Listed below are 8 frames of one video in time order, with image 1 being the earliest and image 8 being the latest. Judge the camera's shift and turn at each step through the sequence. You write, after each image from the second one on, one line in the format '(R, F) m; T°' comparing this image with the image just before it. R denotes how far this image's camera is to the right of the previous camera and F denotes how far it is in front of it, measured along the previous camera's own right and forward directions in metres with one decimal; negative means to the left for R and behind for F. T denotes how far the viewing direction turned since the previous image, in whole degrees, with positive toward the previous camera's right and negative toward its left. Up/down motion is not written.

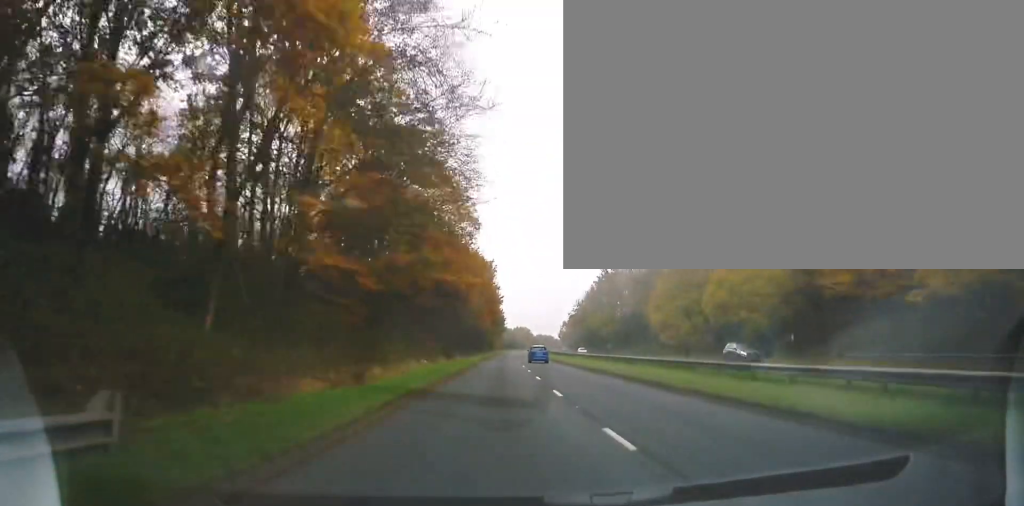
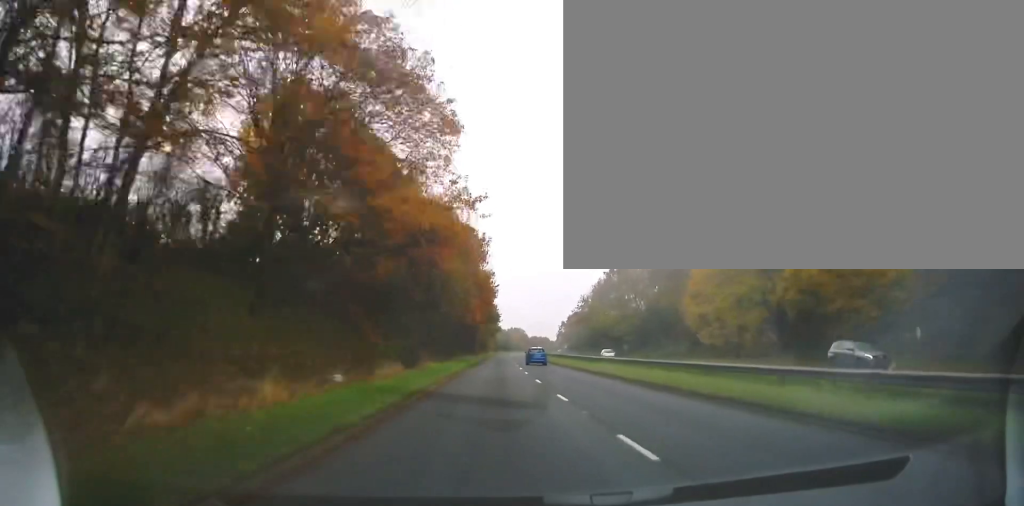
(+0.1, +19.5) m; 0°
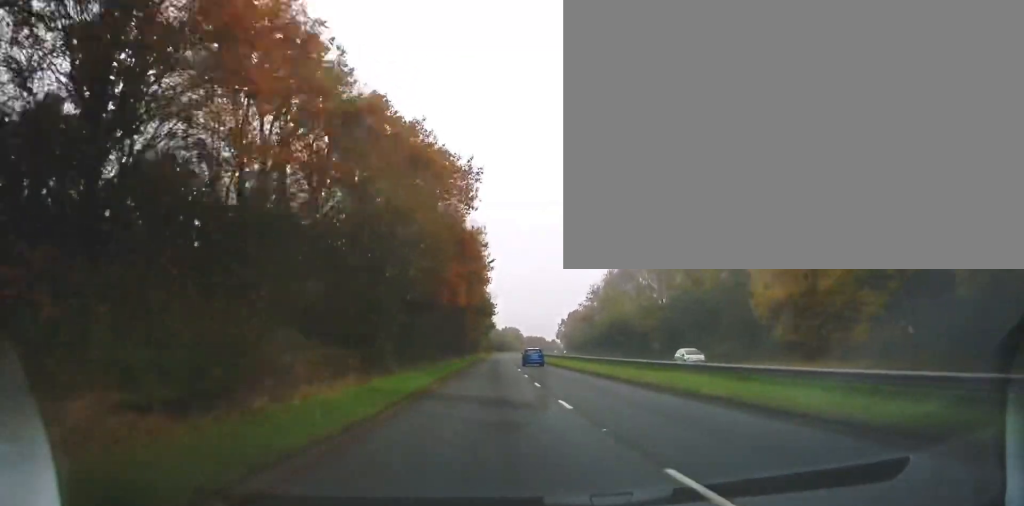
(+0.1, +20.4) m; 0°
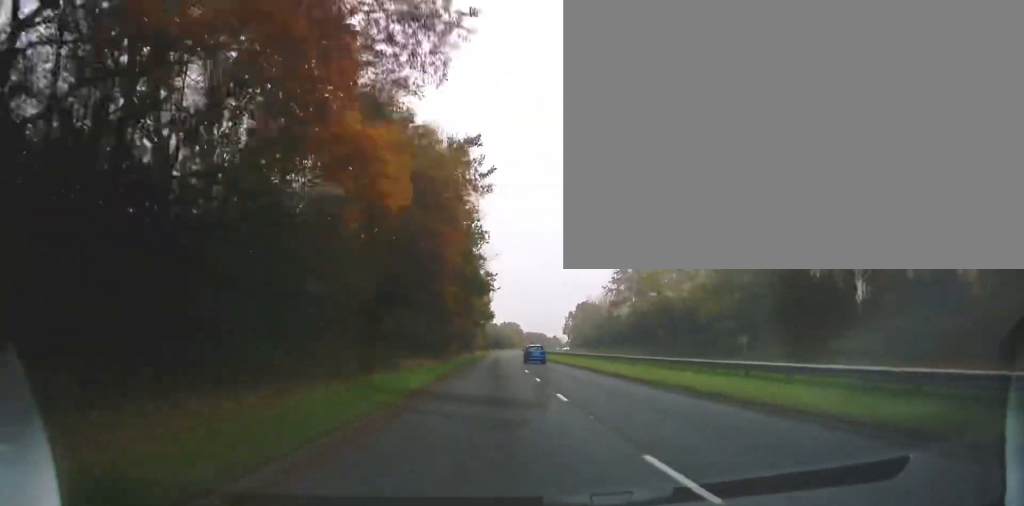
(0.0, +25.3) m; +1°
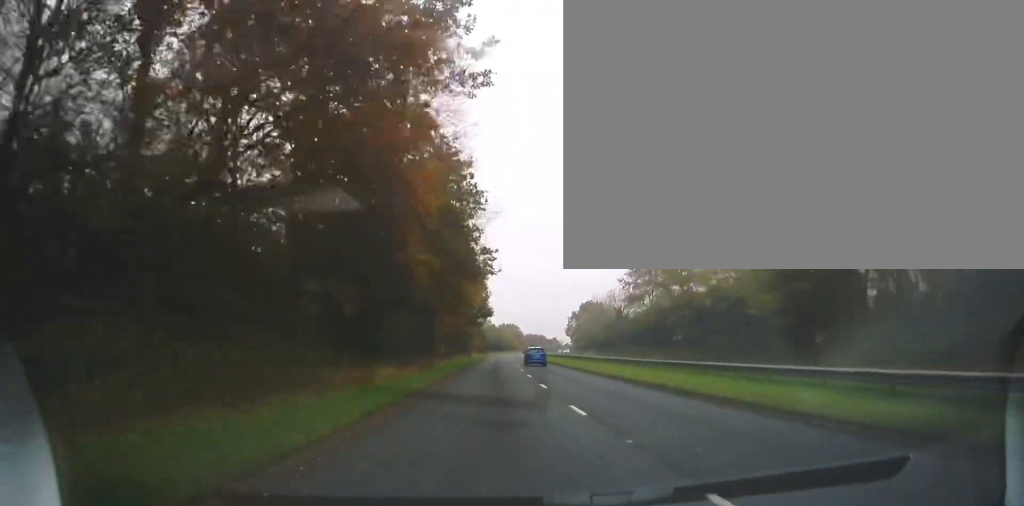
(+0.1, +11.7) m; 0°
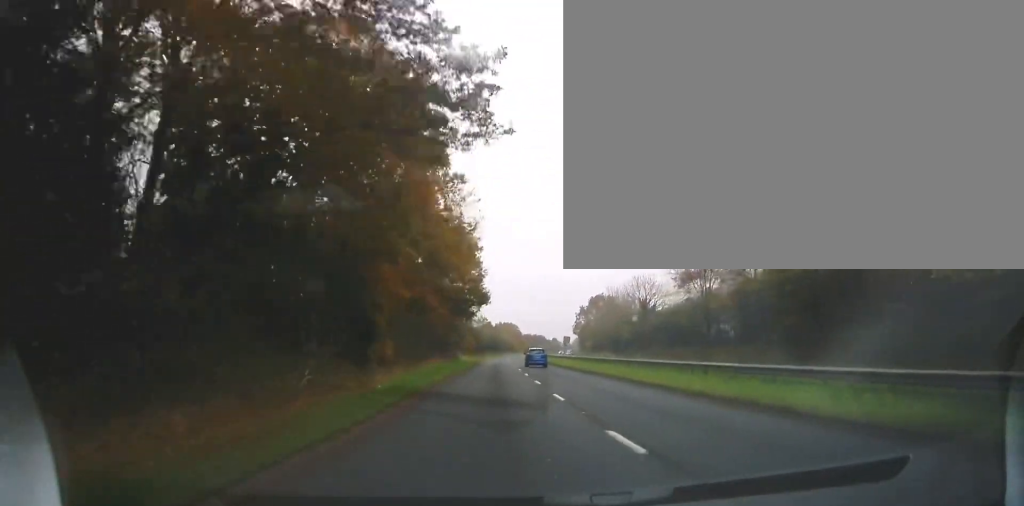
(+0.2, +22.4) m; 0°
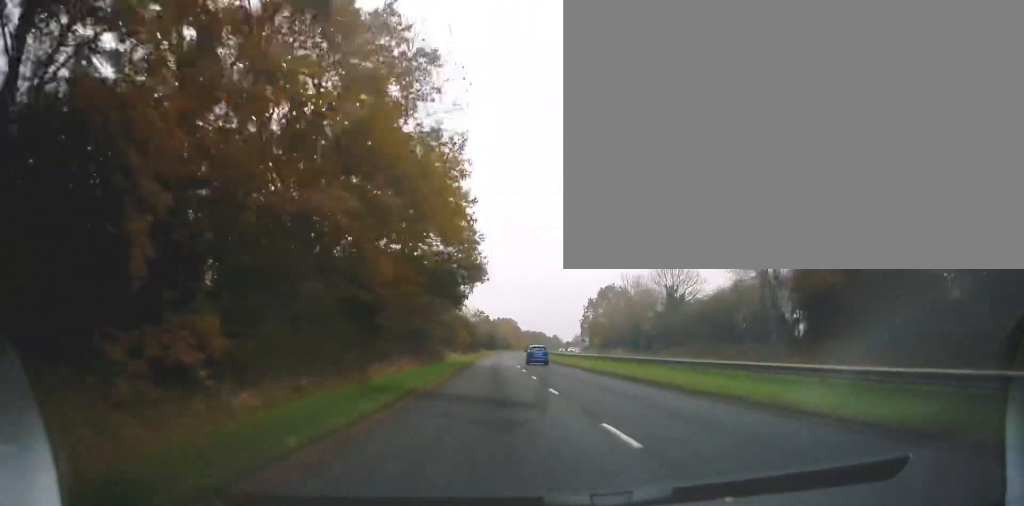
(0.0, +16.1) m; 0°
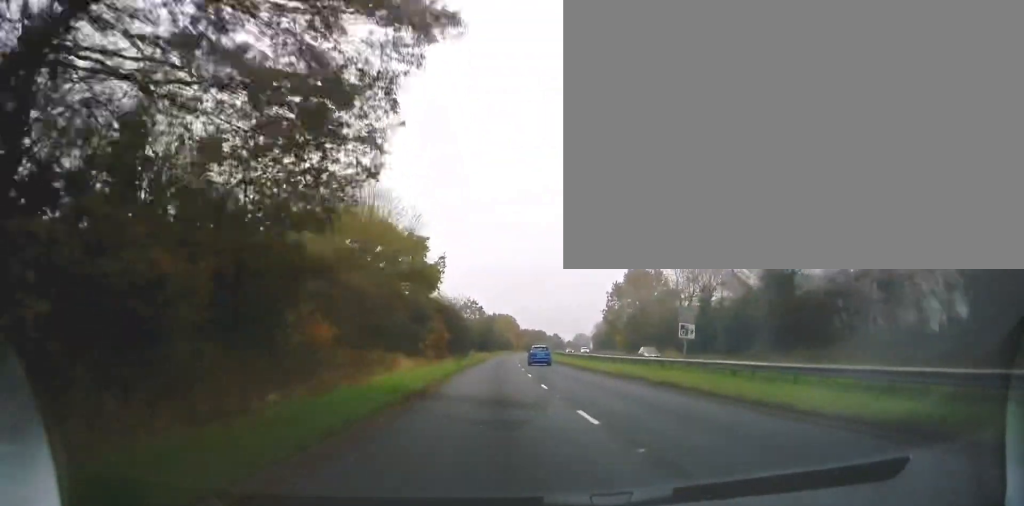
(+0.1, +31.9) m; 0°
